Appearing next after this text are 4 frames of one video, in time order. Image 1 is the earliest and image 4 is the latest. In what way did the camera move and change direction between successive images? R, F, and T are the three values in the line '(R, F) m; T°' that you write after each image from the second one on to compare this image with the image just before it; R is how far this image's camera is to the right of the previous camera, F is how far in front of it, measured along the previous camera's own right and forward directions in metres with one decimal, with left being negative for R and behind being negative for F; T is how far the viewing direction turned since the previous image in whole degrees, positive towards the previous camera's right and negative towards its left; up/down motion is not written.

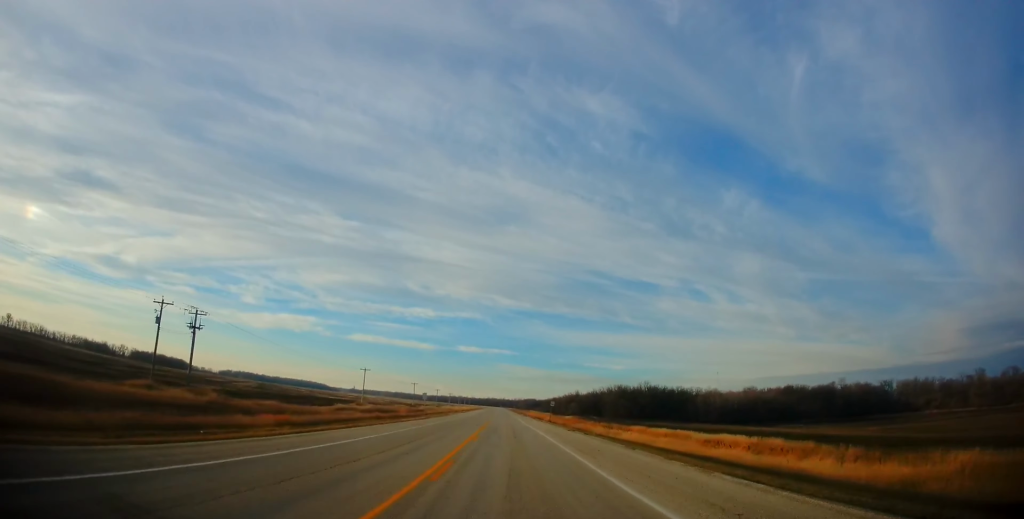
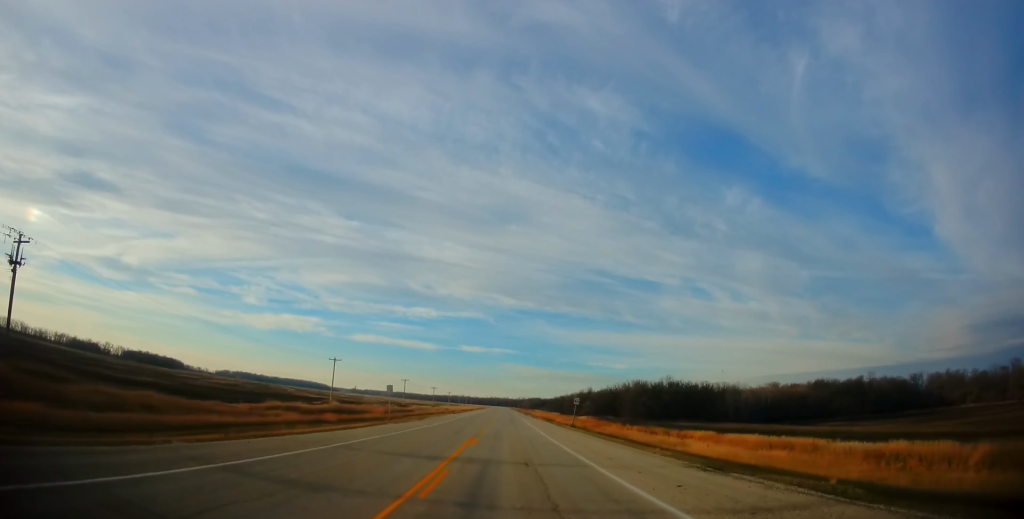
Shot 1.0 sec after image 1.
(+0.1, +26.4) m; 0°
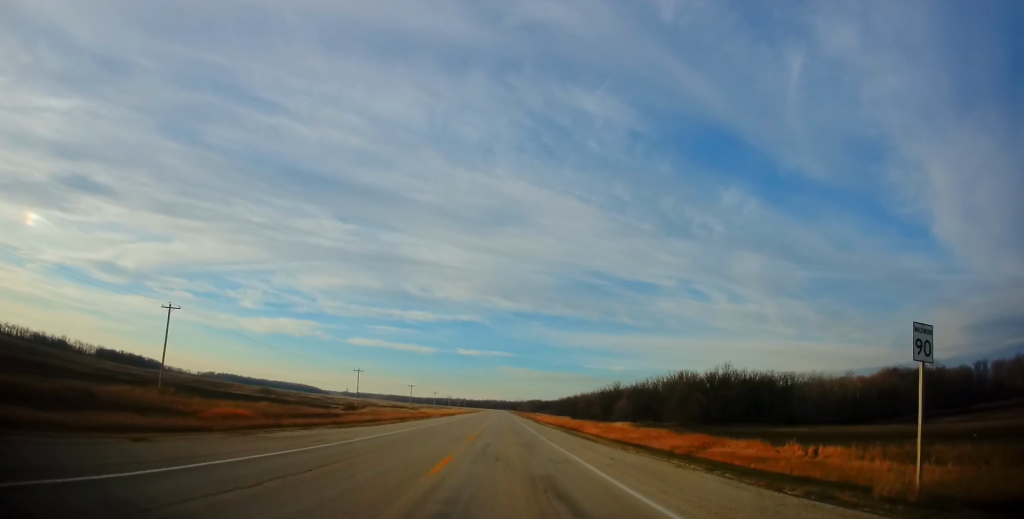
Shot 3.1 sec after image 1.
(+0.3, +54.6) m; +1°
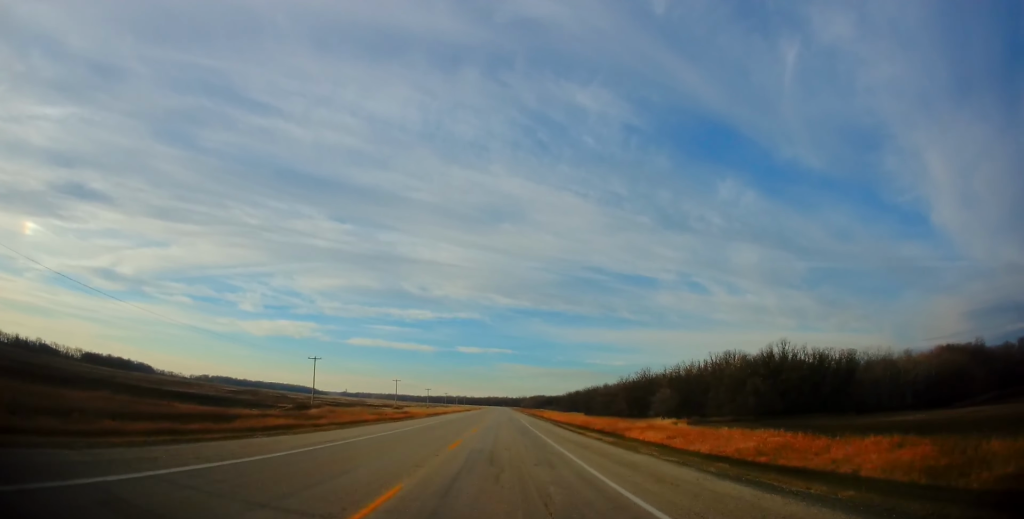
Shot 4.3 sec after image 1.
(-0.1, +30.1) m; -1°
